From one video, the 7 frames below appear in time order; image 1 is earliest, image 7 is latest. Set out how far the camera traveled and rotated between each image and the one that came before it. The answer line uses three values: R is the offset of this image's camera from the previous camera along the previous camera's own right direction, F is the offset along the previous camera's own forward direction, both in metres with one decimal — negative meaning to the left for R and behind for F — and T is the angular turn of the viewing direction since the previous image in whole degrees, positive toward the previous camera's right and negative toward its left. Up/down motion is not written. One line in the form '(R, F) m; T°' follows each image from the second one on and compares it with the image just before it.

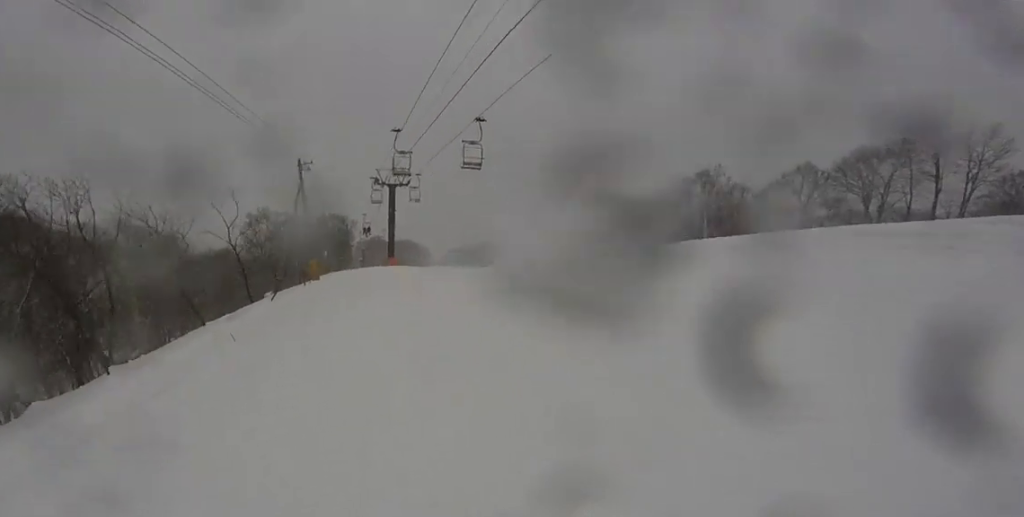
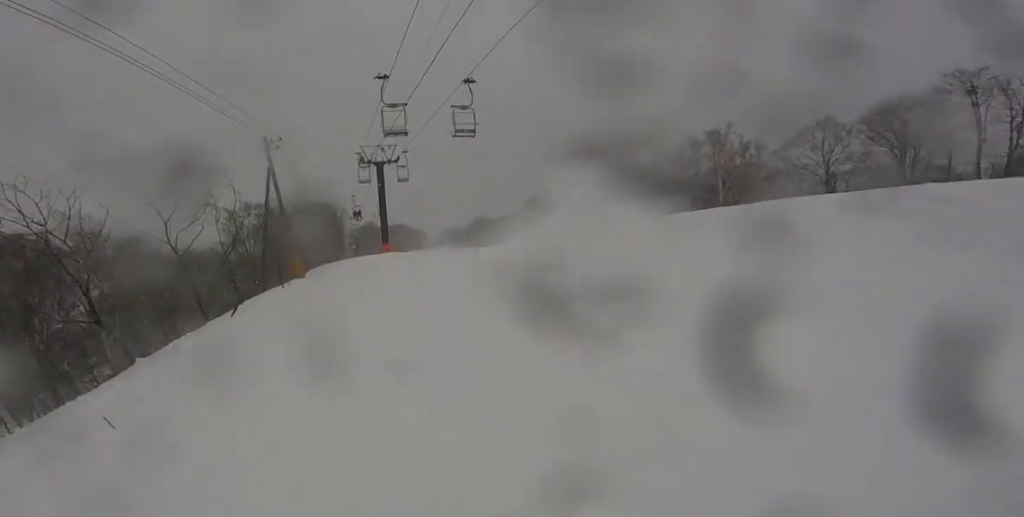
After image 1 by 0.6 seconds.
(-0.5, +3.8) m; -4°
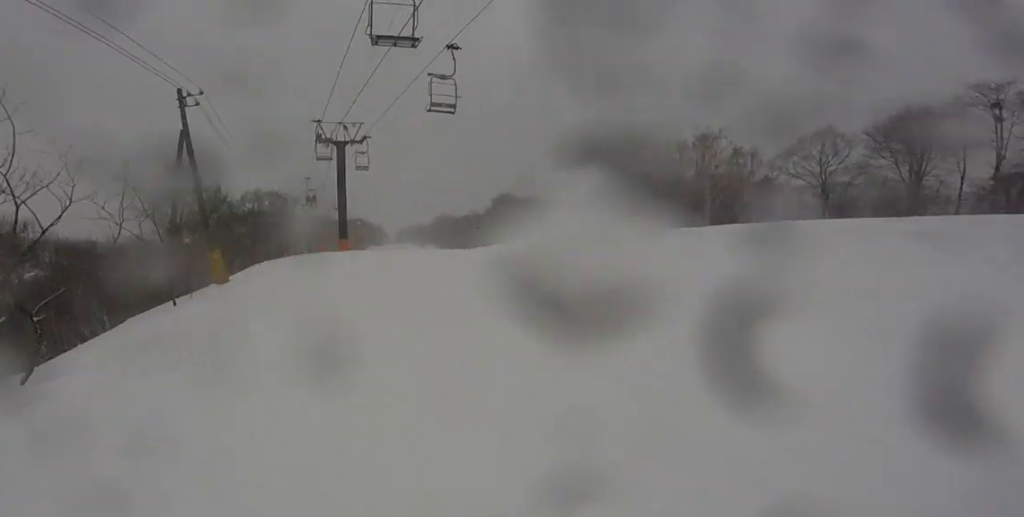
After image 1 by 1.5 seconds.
(-0.2, +5.8) m; +2°
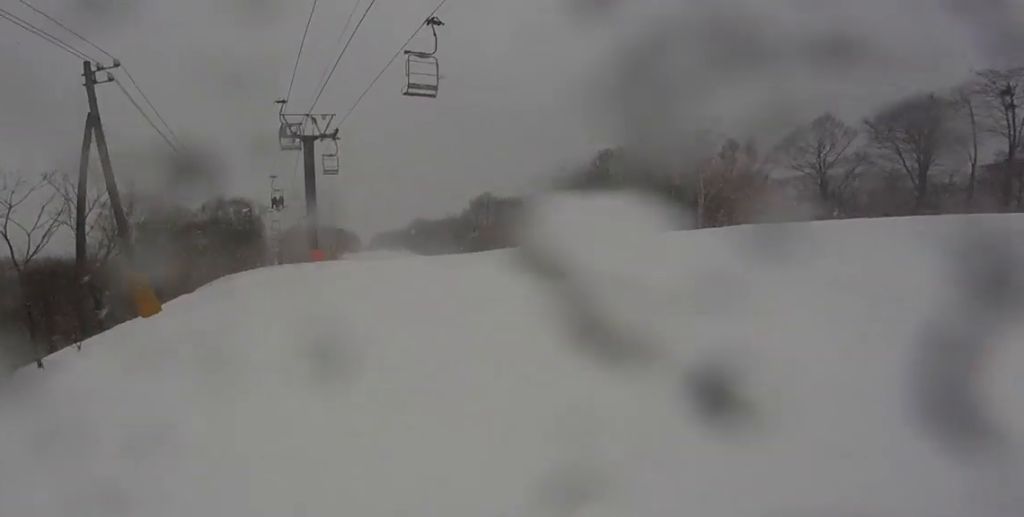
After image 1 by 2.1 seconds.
(0.0, +4.0) m; +6°
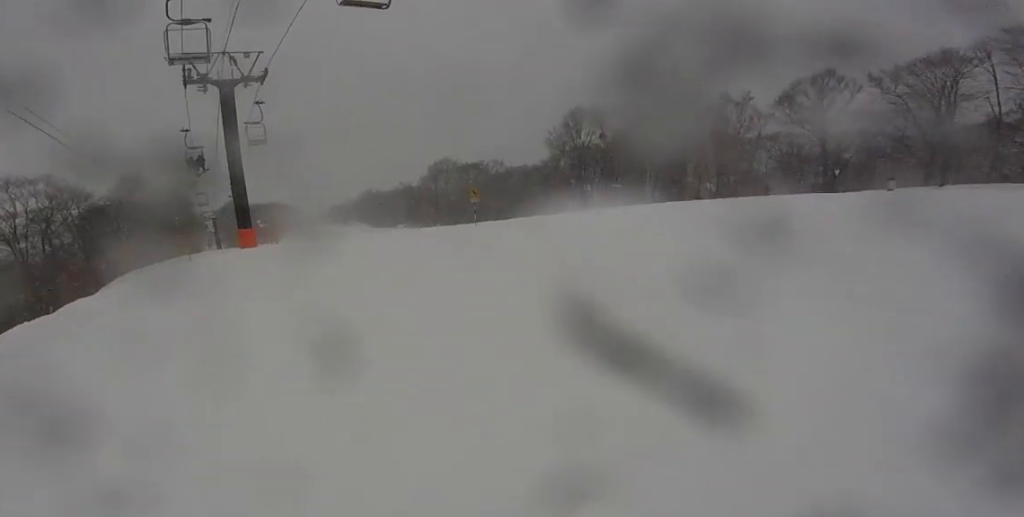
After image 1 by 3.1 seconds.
(+0.9, +7.3) m; +8°
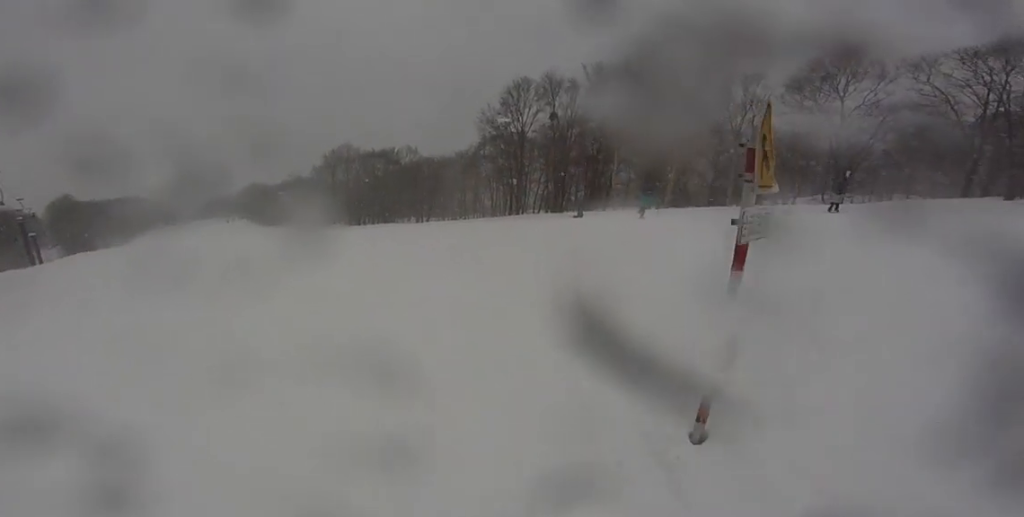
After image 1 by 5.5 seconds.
(-2.0, +18.8) m; +1°
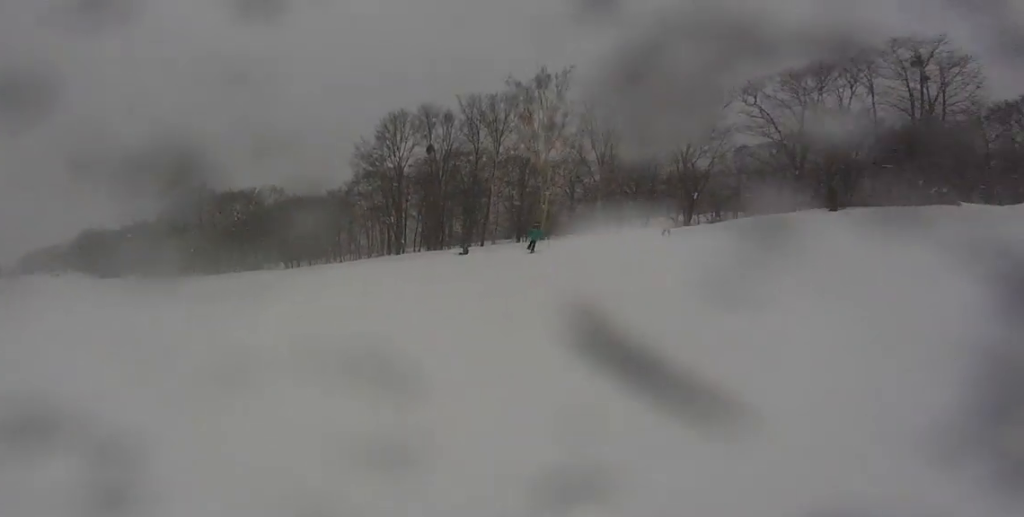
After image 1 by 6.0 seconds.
(+0.2, +4.2) m; +9°
